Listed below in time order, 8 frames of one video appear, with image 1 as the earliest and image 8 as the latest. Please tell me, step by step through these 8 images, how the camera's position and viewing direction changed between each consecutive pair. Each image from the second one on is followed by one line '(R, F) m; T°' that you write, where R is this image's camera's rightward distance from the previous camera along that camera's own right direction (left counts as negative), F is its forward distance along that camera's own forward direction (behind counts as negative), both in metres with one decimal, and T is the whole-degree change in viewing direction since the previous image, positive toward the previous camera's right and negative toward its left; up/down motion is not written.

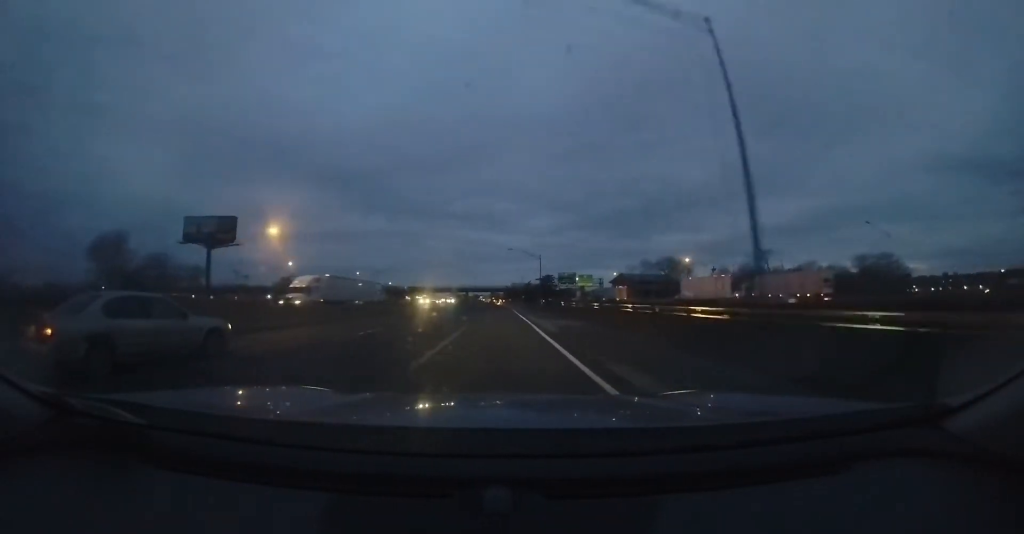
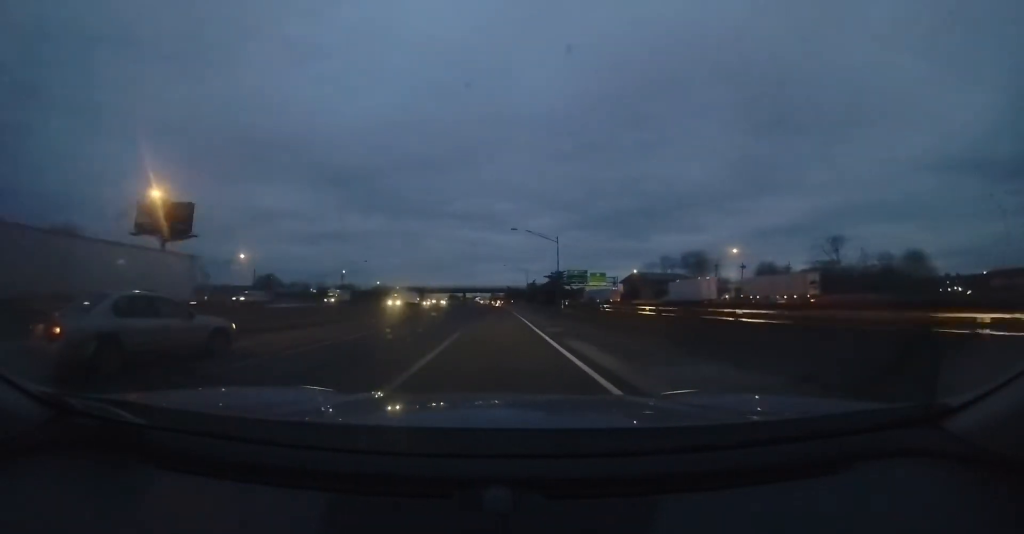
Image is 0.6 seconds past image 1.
(-0.1, +15.6) m; 0°
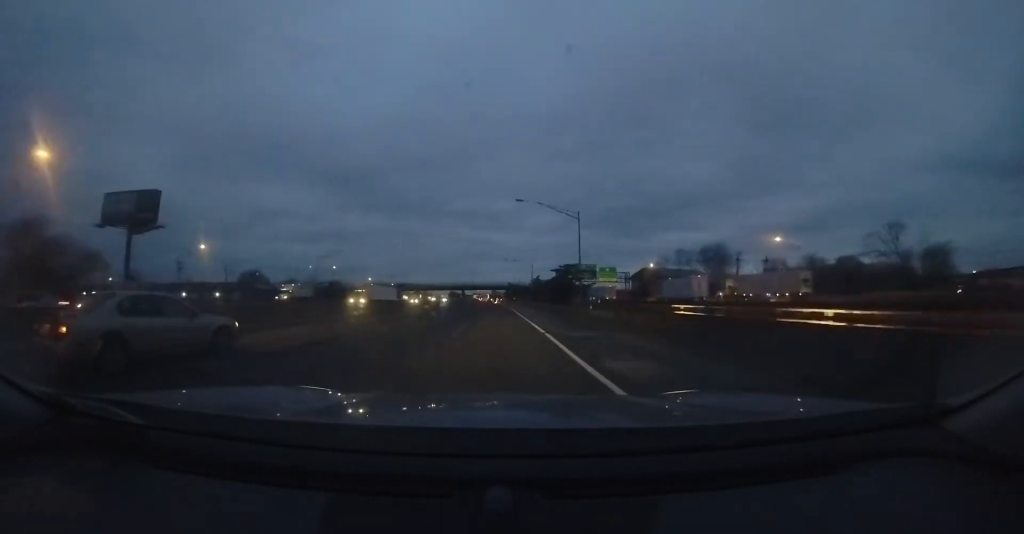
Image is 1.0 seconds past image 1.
(0.0, +9.9) m; 0°
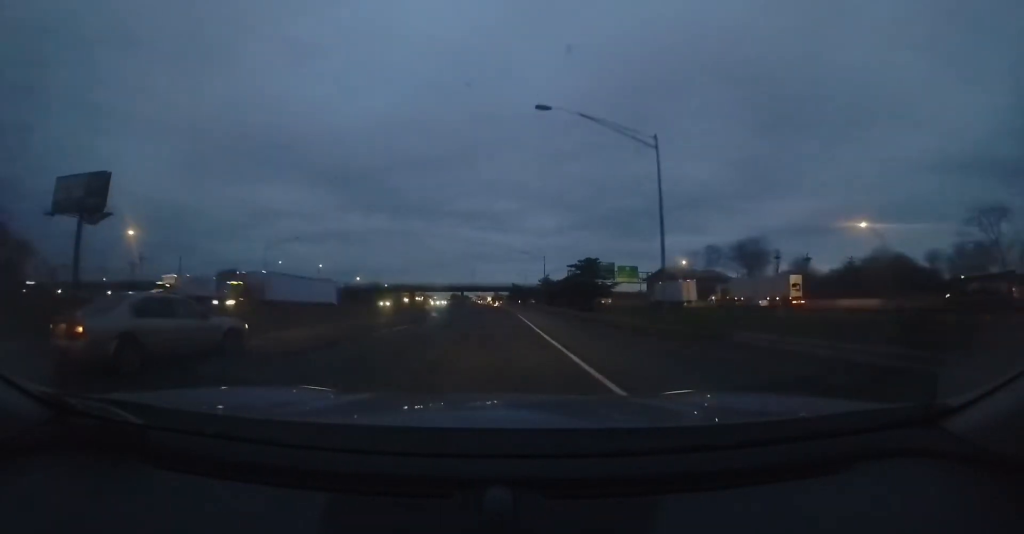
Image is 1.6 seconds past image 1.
(0.0, +14.0) m; 0°
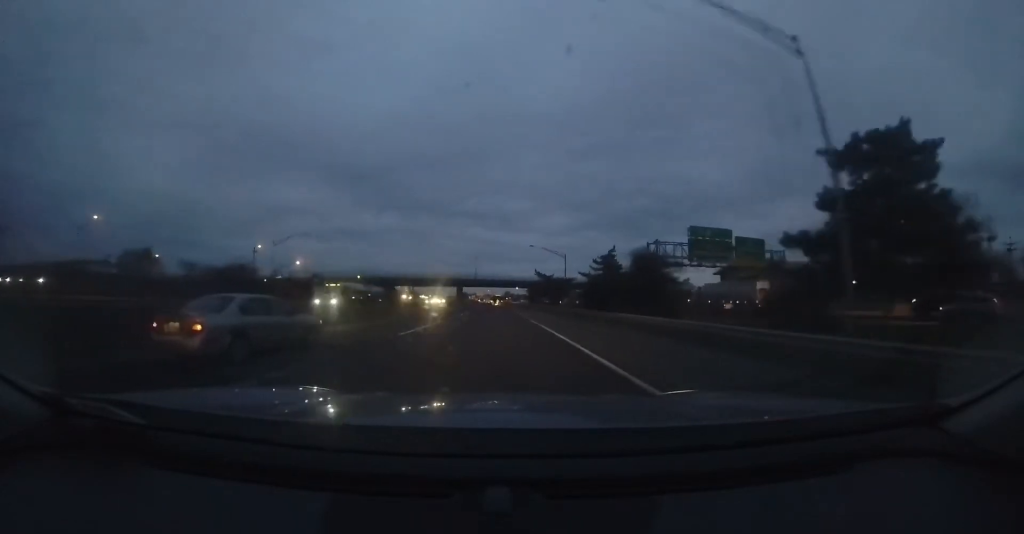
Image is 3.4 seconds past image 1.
(0.0, +43.1) m; -1°
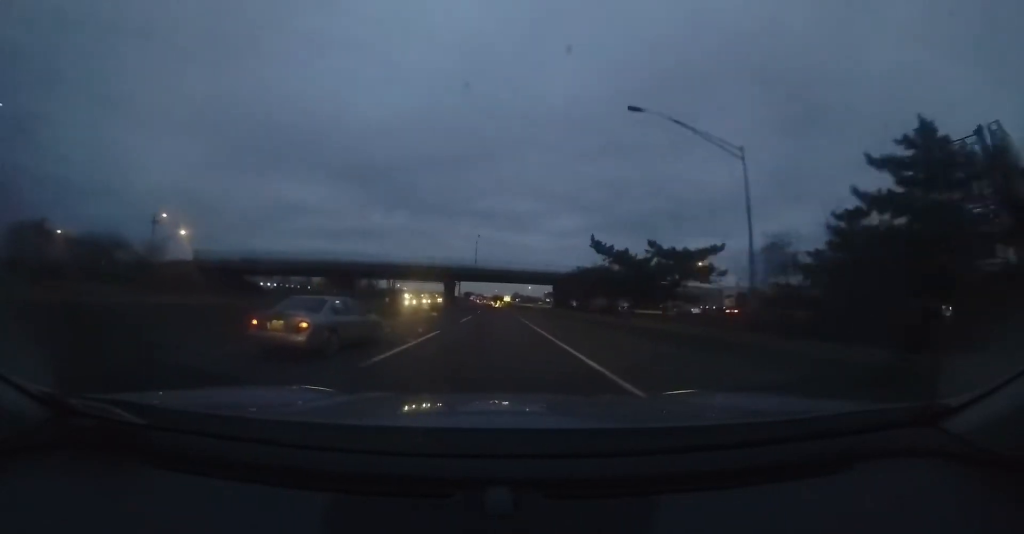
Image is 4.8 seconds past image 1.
(-1.6, +35.0) m; -5°
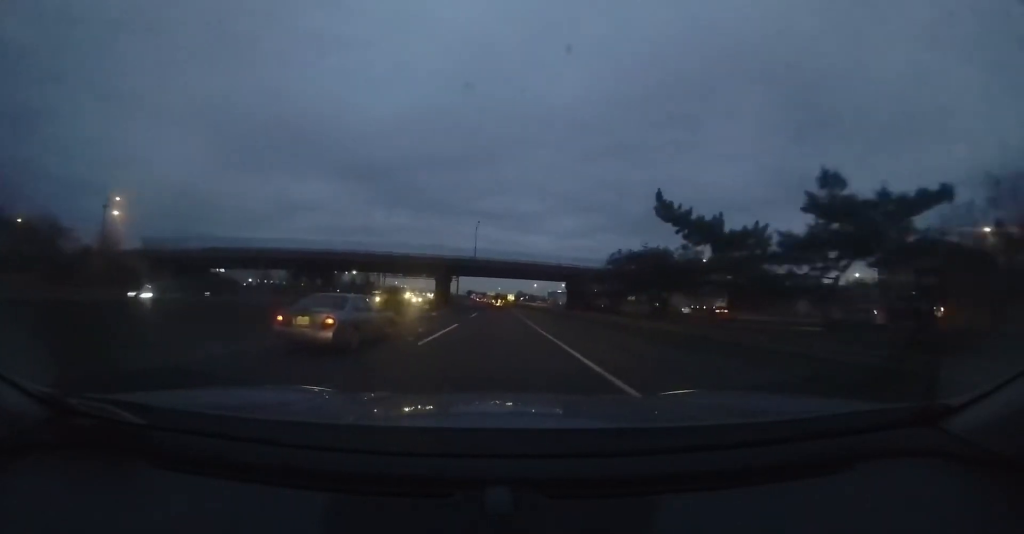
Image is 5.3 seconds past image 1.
(-0.3, +12.0) m; -1°
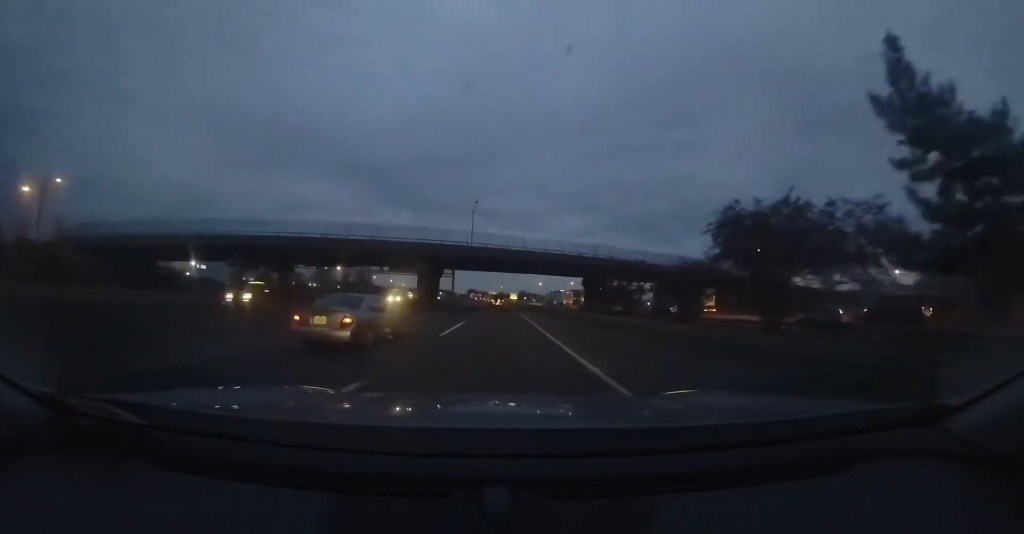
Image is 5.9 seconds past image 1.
(0.0, +12.8) m; 0°
